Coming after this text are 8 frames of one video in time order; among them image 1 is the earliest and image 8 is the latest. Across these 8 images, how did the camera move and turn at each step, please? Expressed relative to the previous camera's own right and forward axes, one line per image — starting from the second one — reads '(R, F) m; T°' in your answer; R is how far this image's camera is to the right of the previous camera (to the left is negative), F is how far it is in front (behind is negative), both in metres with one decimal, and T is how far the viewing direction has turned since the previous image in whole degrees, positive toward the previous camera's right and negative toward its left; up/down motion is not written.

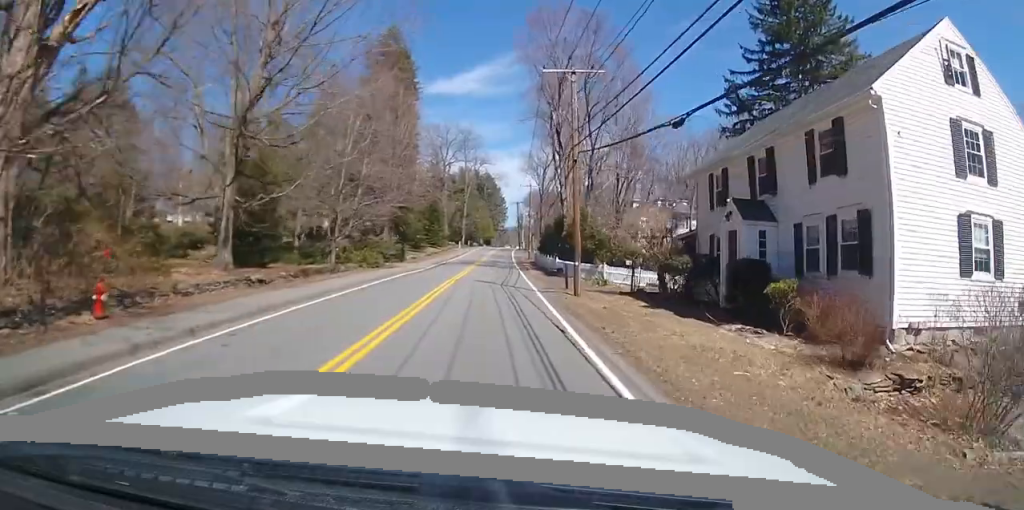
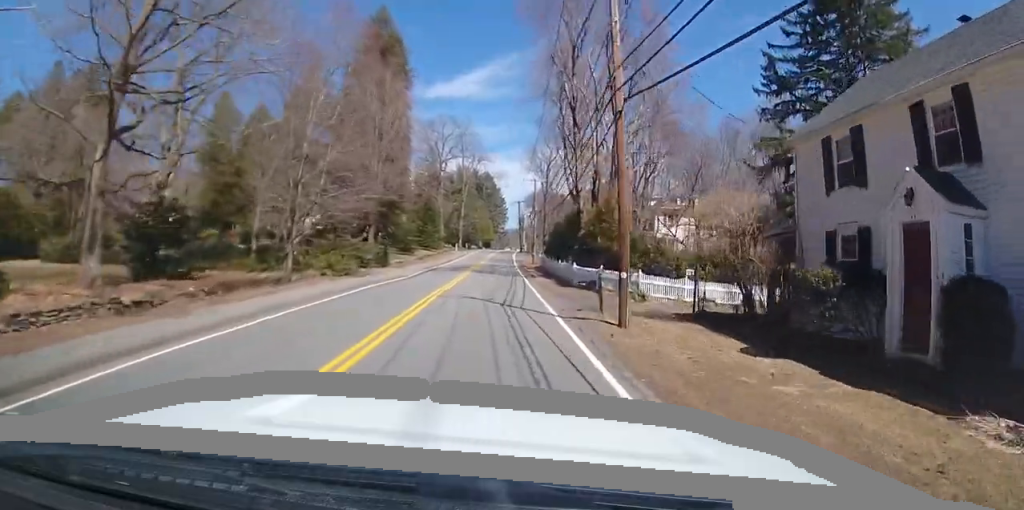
(0.0, +8.1) m; 0°
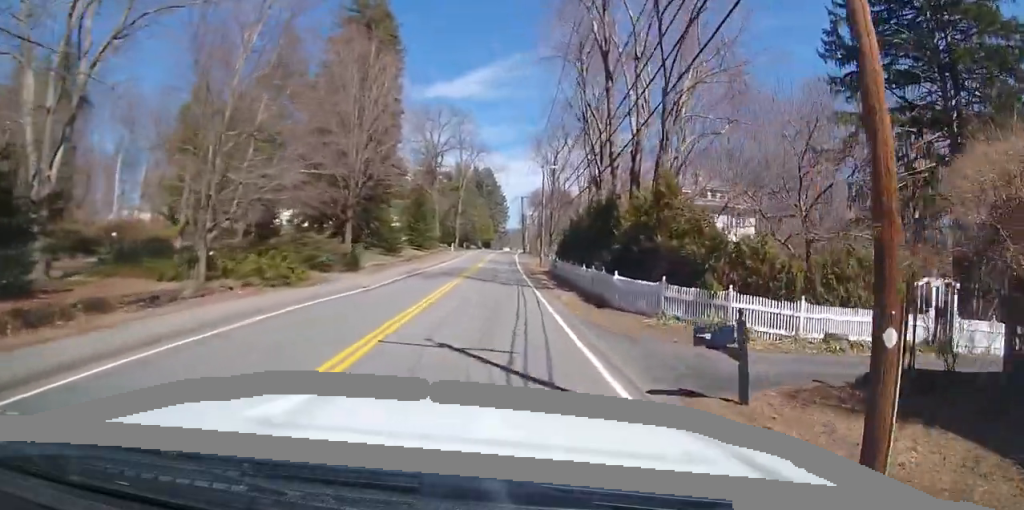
(0.0, +9.6) m; 0°
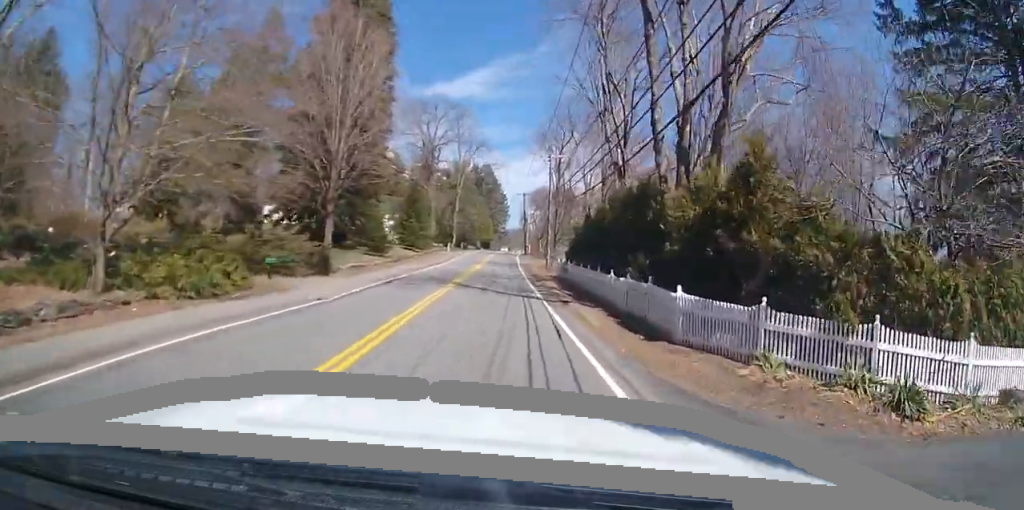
(0.0, +6.2) m; 0°
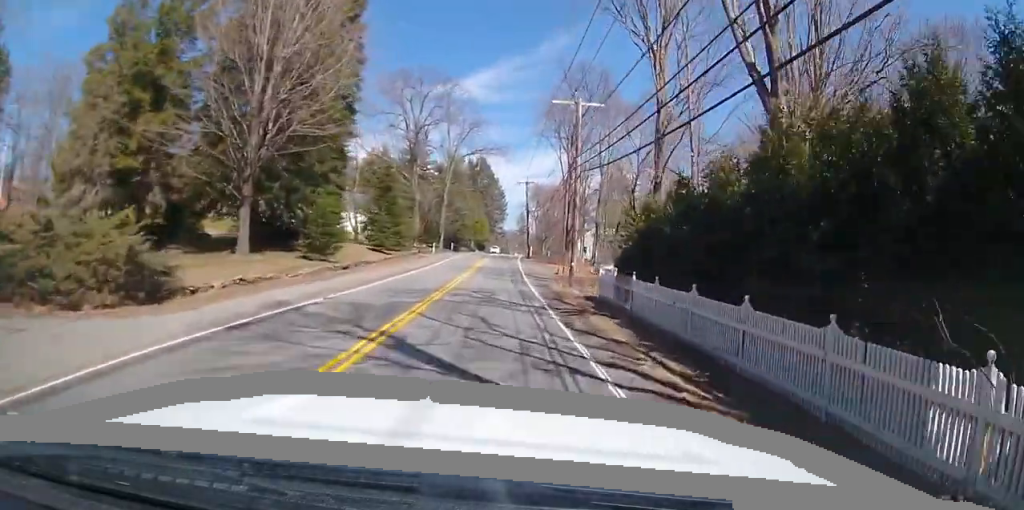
(0.0, +15.3) m; 0°
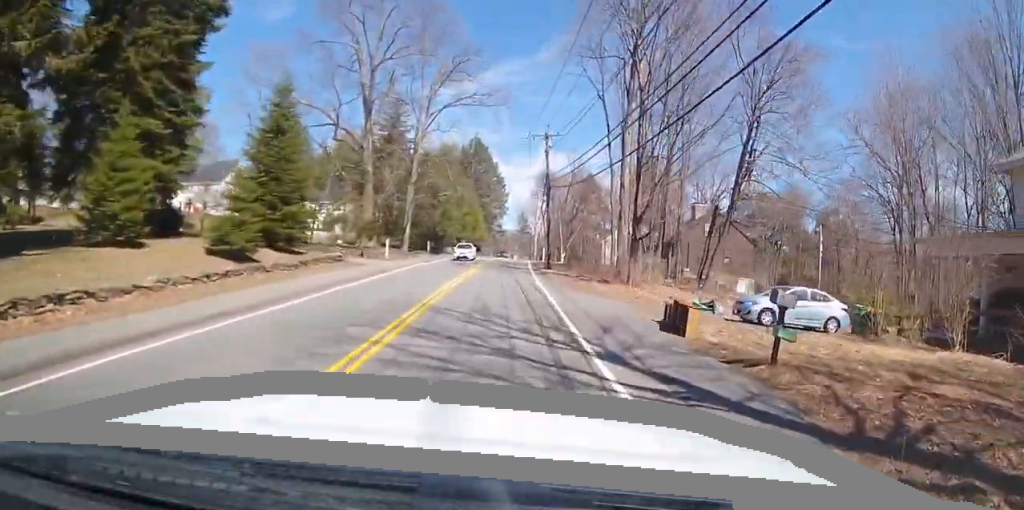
(0.0, +28.3) m; +1°
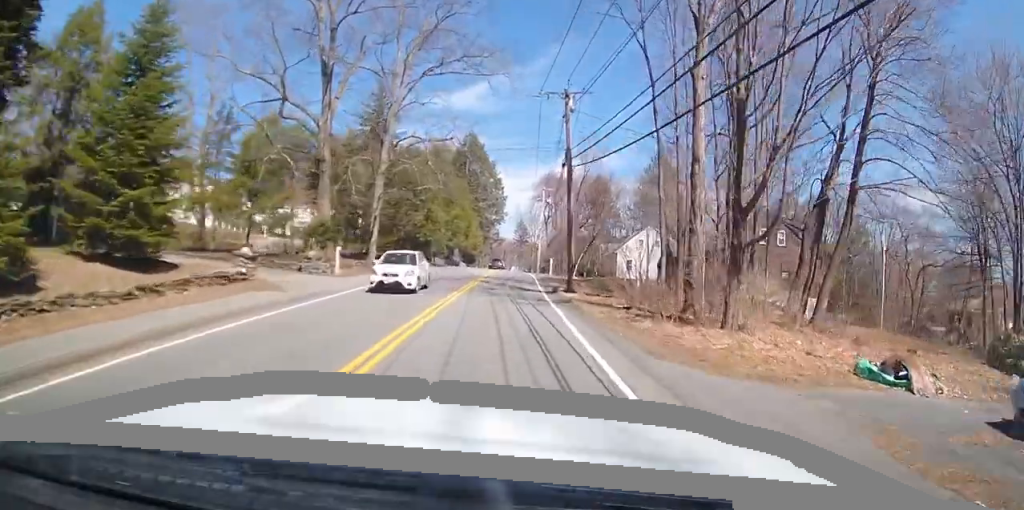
(+0.2, +12.7) m; +1°
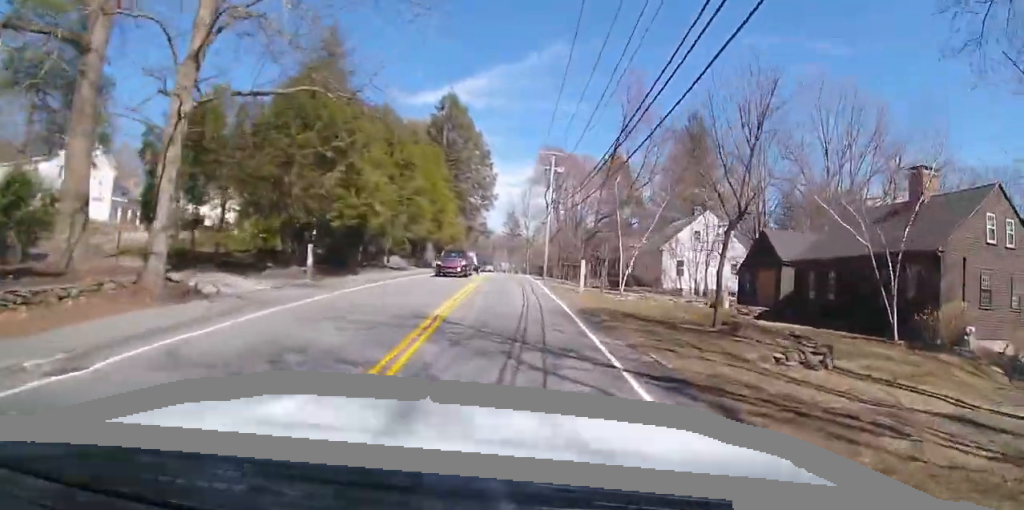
(0.0, +24.1) m; +1°
